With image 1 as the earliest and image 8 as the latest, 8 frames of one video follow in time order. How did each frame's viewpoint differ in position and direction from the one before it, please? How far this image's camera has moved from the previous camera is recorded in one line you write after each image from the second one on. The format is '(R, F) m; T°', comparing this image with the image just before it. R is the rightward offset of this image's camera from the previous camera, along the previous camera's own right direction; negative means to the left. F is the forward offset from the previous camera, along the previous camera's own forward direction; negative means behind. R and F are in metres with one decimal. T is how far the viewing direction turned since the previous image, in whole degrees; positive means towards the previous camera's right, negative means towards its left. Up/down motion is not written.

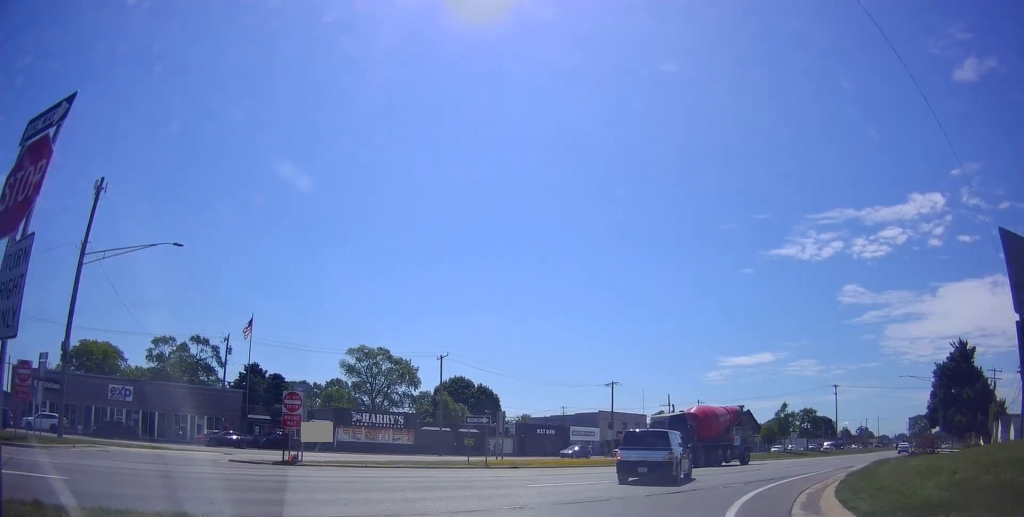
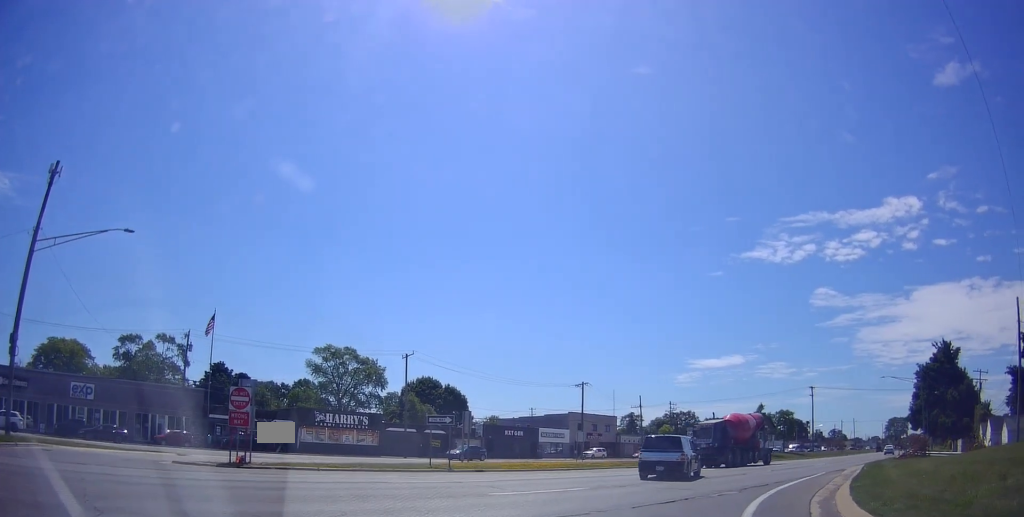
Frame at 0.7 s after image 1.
(-0.3, +2.1) m; -1°
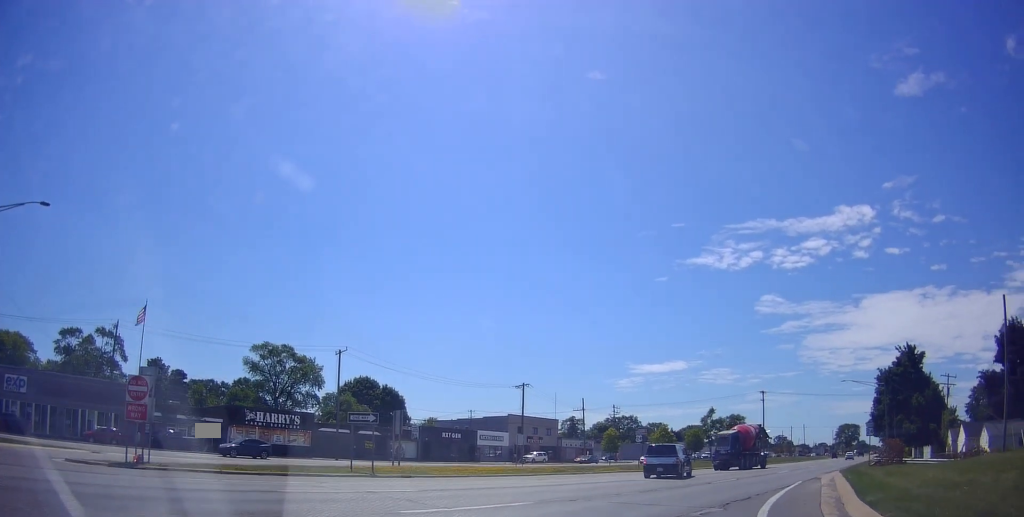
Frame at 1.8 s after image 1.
(+0.3, +3.1) m; +11°
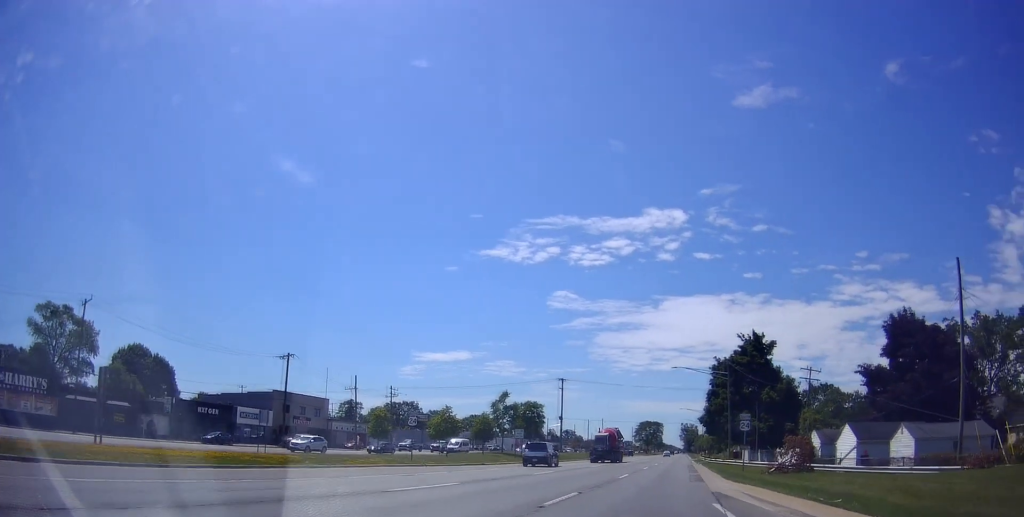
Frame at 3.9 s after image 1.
(+0.9, +8.8) m; +12°
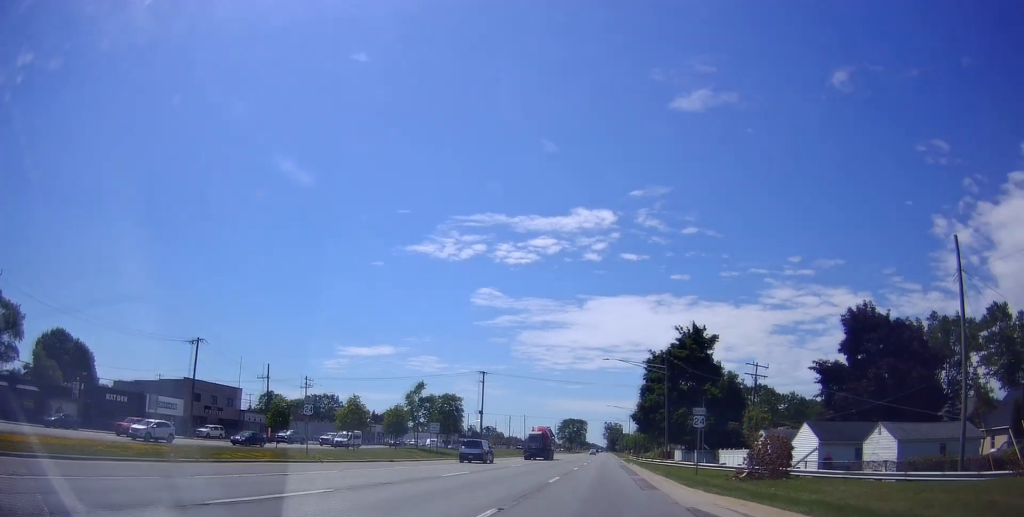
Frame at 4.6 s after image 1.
(+0.2, +3.3) m; +10°
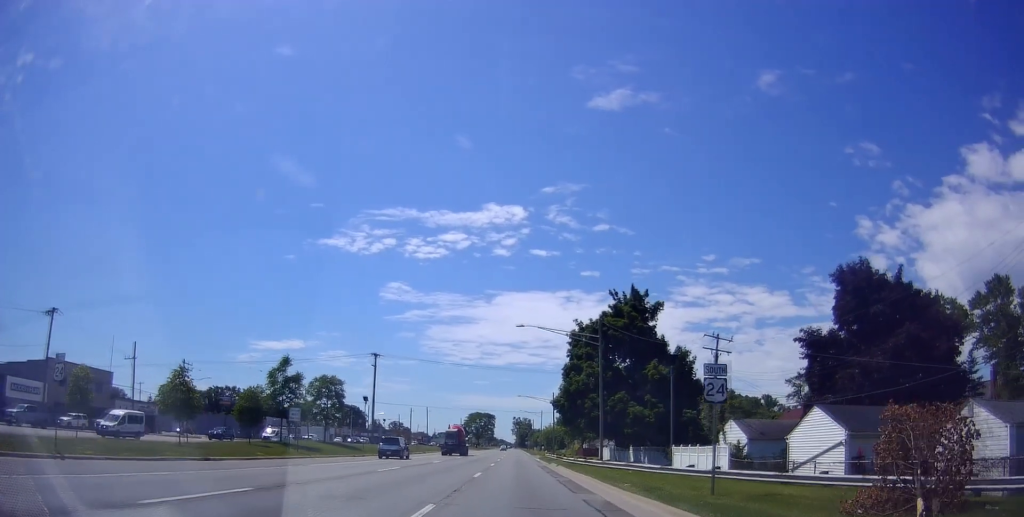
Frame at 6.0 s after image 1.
(+1.5, +8.2) m; +15°
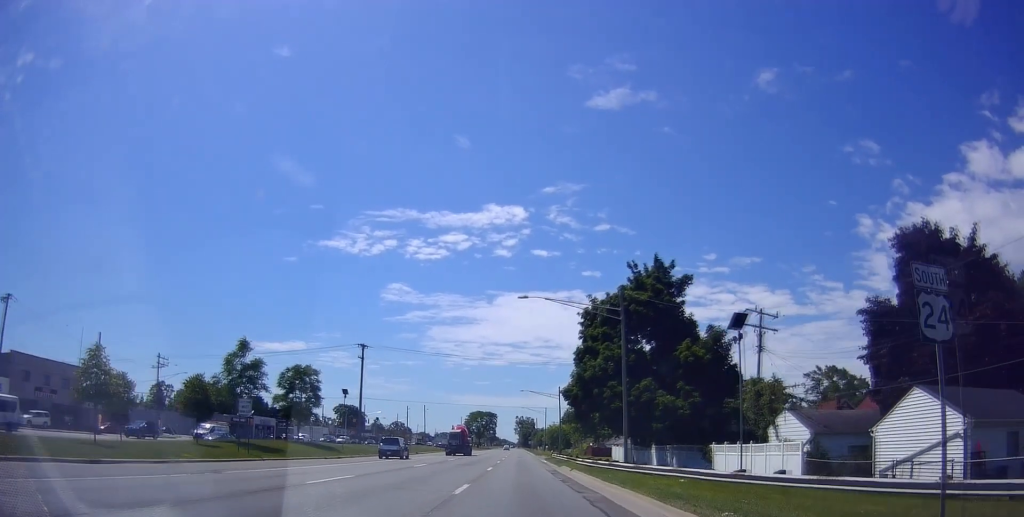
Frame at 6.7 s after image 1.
(0.0, +4.8) m; 0°
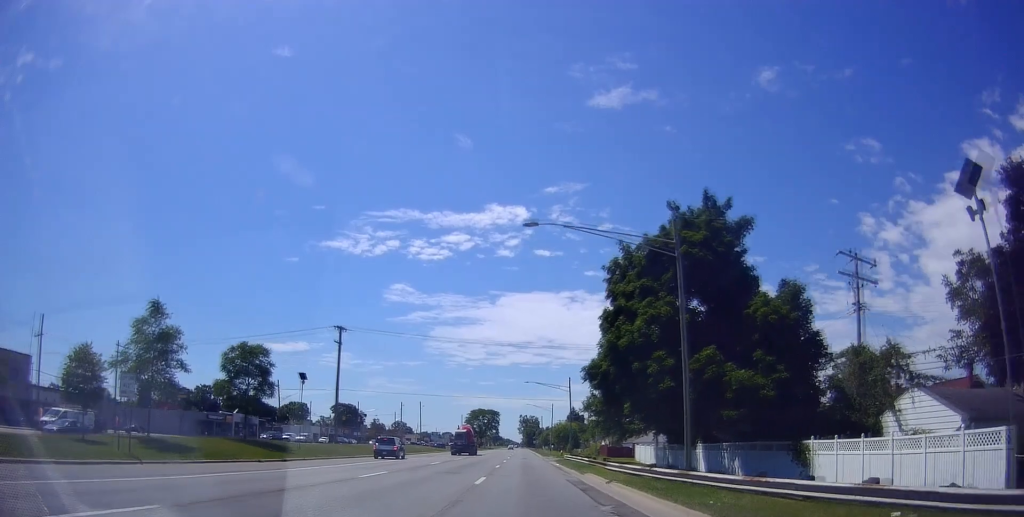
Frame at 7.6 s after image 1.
(0.0, +8.8) m; +5°
